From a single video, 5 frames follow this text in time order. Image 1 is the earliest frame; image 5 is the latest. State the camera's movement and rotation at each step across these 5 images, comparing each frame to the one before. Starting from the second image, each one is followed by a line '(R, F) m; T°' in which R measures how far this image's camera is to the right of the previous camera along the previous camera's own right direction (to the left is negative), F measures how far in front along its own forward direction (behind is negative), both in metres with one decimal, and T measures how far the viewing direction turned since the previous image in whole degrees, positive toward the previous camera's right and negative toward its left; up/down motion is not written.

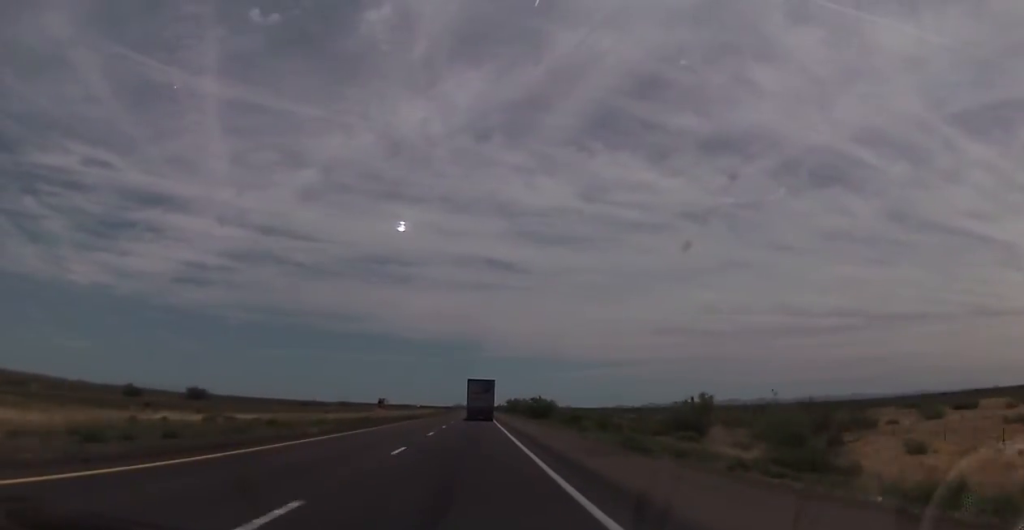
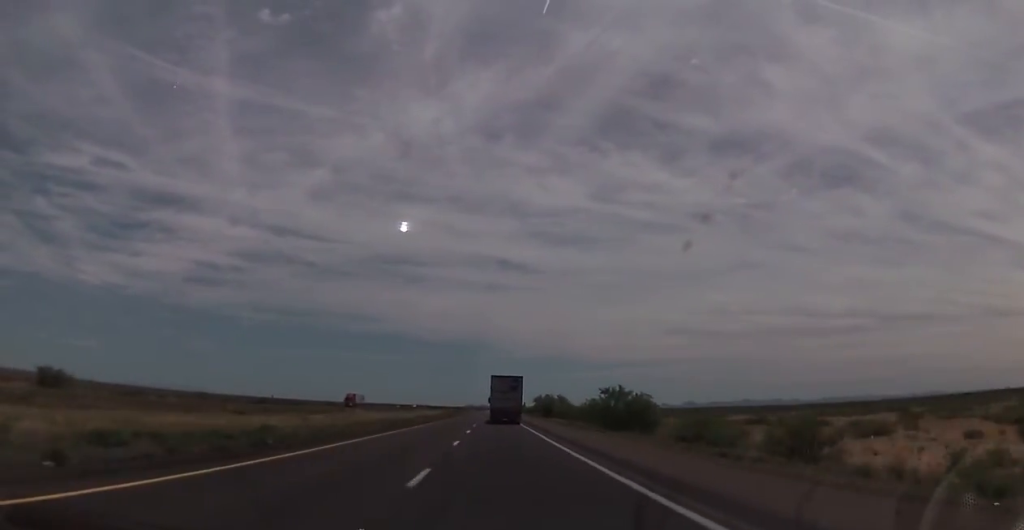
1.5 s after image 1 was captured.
(-0.3, +55.3) m; -1°
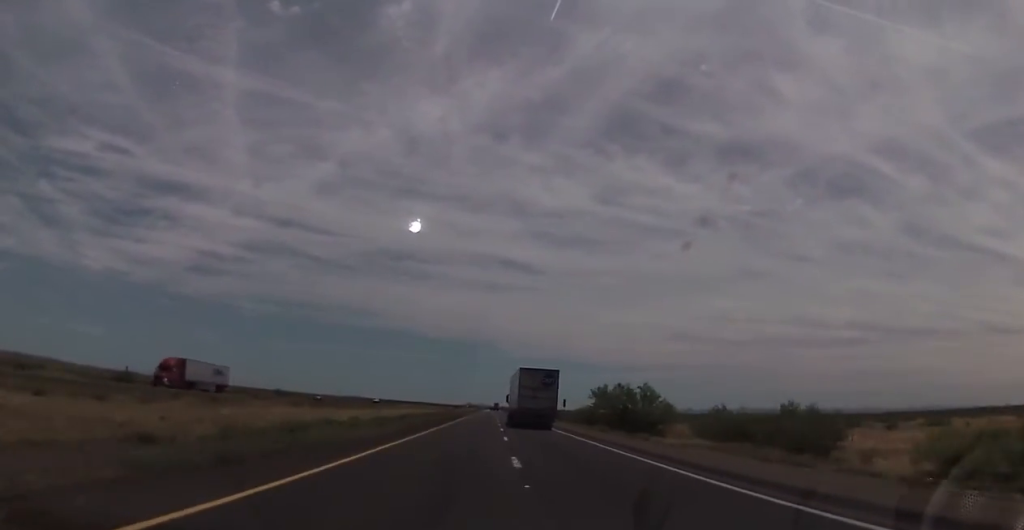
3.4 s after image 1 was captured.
(-0.4, +68.6) m; 0°
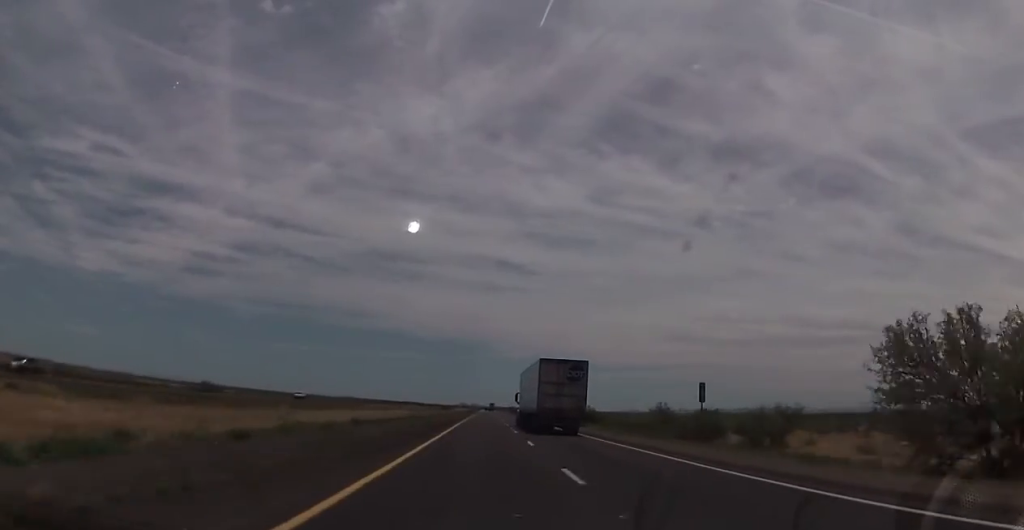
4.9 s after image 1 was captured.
(0.0, +51.7) m; 0°
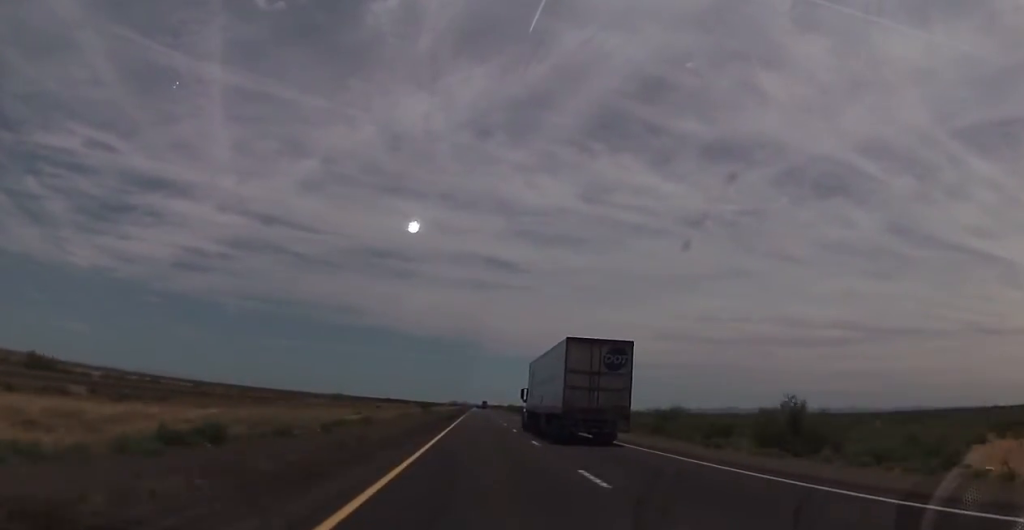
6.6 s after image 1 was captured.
(+0.3, +61.3) m; 0°
